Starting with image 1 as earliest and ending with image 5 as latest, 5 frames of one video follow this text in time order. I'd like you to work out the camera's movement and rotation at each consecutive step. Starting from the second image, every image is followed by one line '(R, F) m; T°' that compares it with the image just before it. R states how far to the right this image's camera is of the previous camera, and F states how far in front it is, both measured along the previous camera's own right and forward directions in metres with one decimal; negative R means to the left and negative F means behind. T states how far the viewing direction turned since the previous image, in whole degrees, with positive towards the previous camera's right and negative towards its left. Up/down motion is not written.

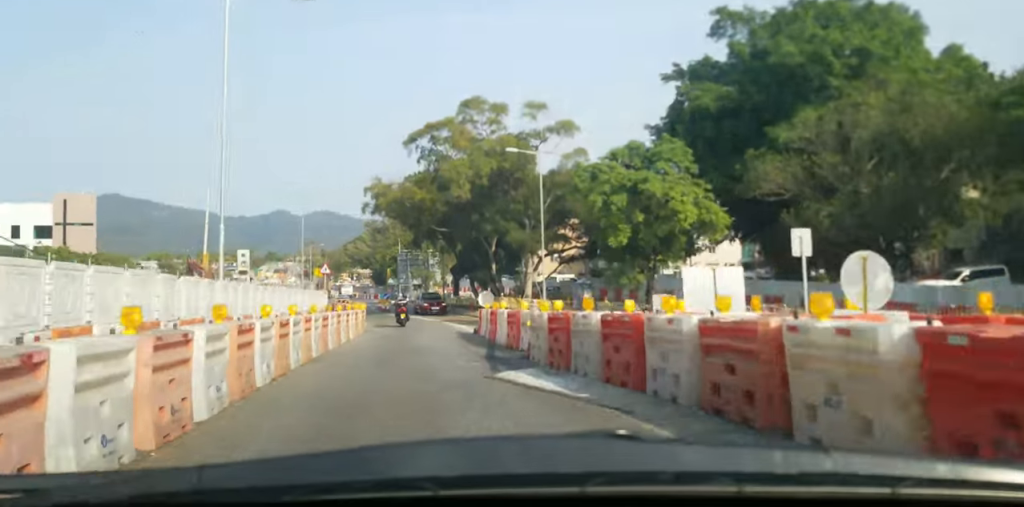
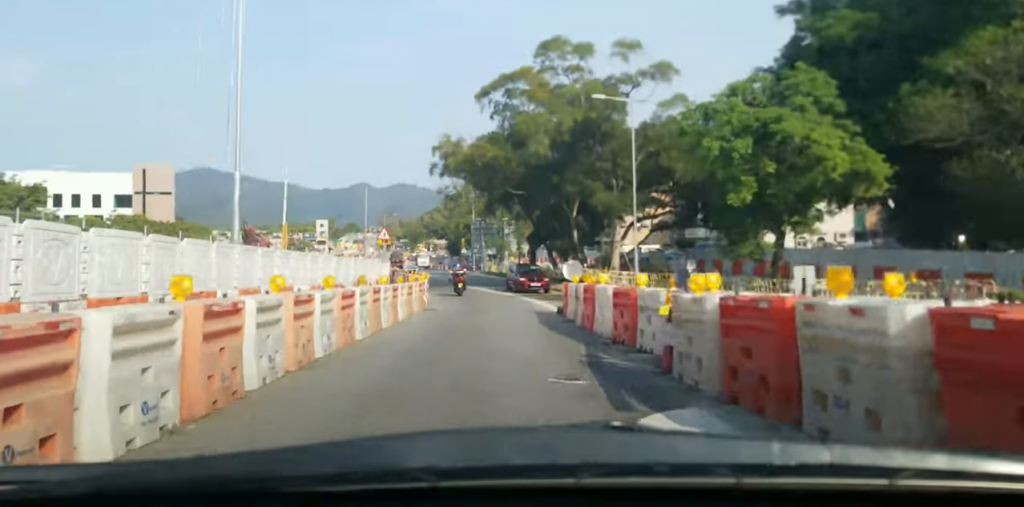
(-0.2, +7.0) m; -1°
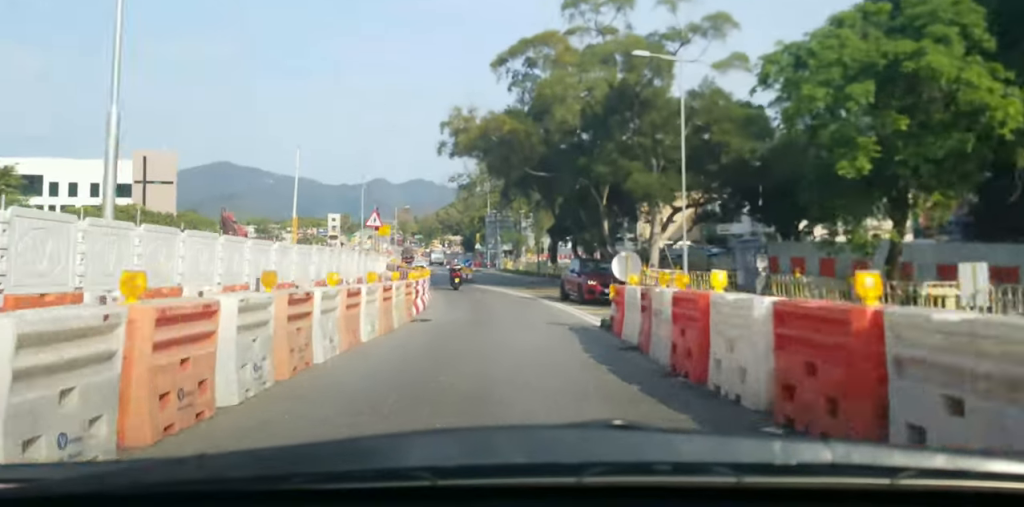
(-0.1, +7.4) m; -3°
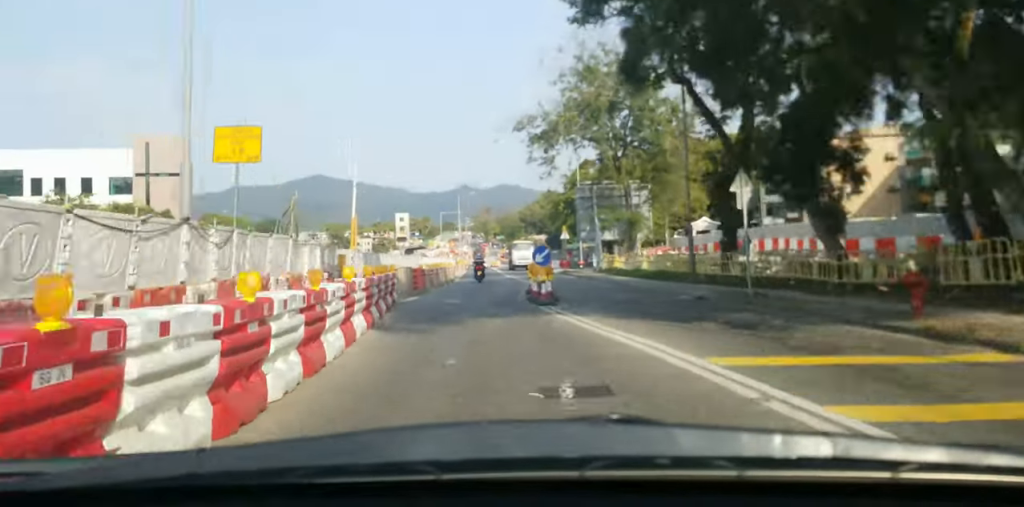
(-2.7, +31.8) m; -7°
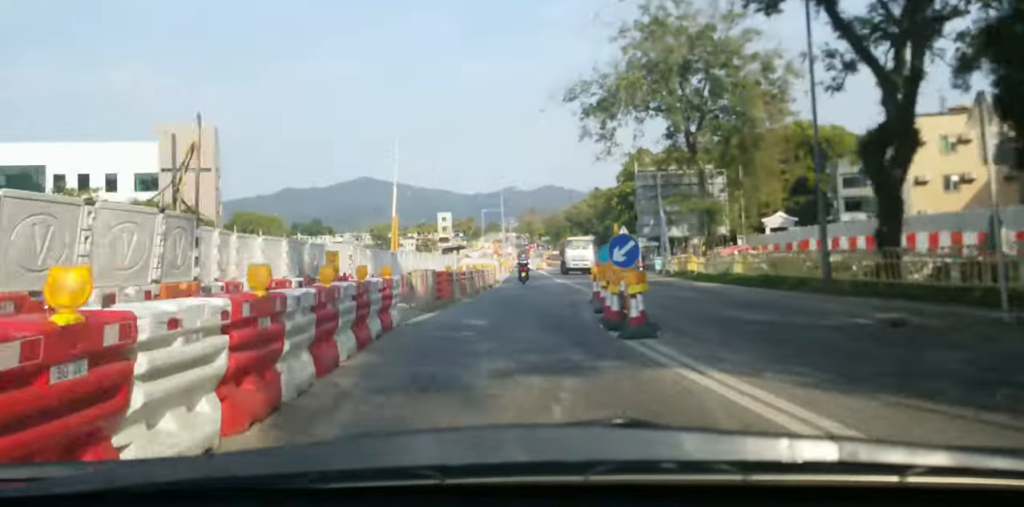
(-0.2, +8.2) m; -2°
